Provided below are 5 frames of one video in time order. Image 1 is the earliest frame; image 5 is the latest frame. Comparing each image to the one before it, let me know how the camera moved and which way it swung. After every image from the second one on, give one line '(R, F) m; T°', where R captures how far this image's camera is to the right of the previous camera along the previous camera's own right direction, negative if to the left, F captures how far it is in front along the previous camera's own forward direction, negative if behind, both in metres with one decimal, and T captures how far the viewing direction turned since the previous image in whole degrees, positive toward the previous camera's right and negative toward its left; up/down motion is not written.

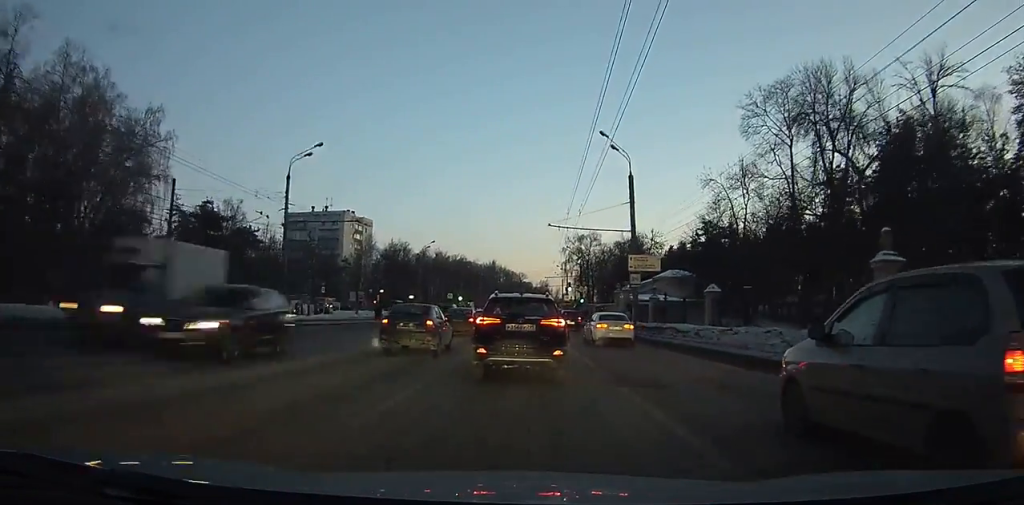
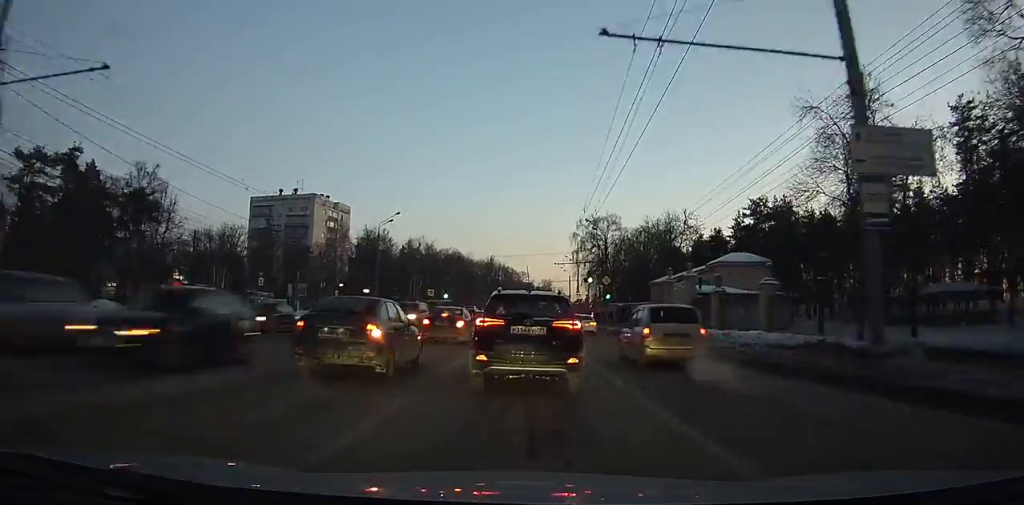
(-0.6, +22.6) m; -2°
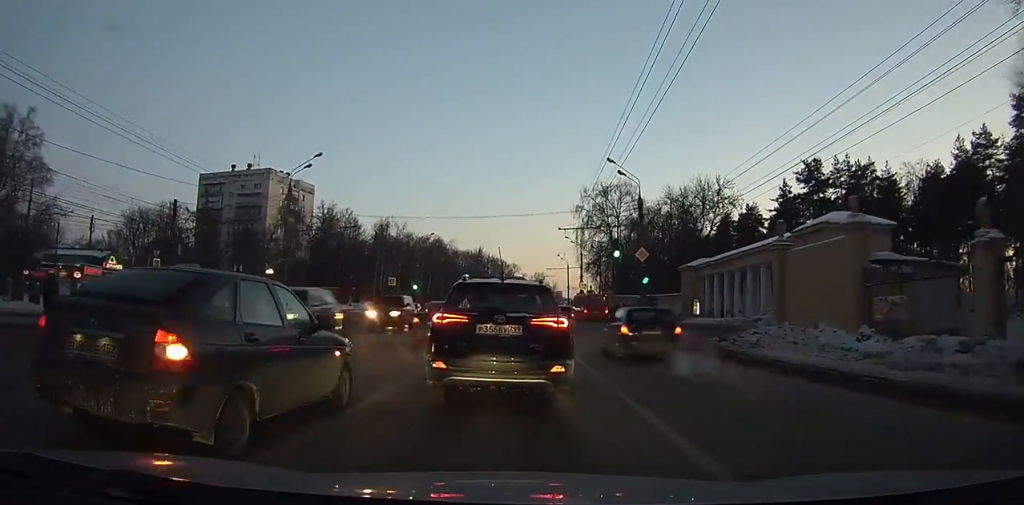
(+0.1, +23.2) m; 0°
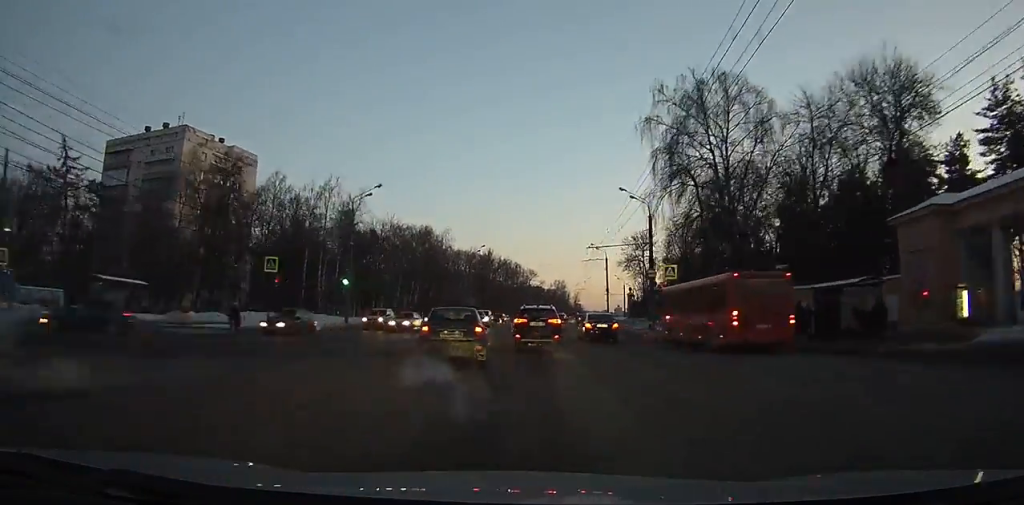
(-0.2, +54.6) m; +1°
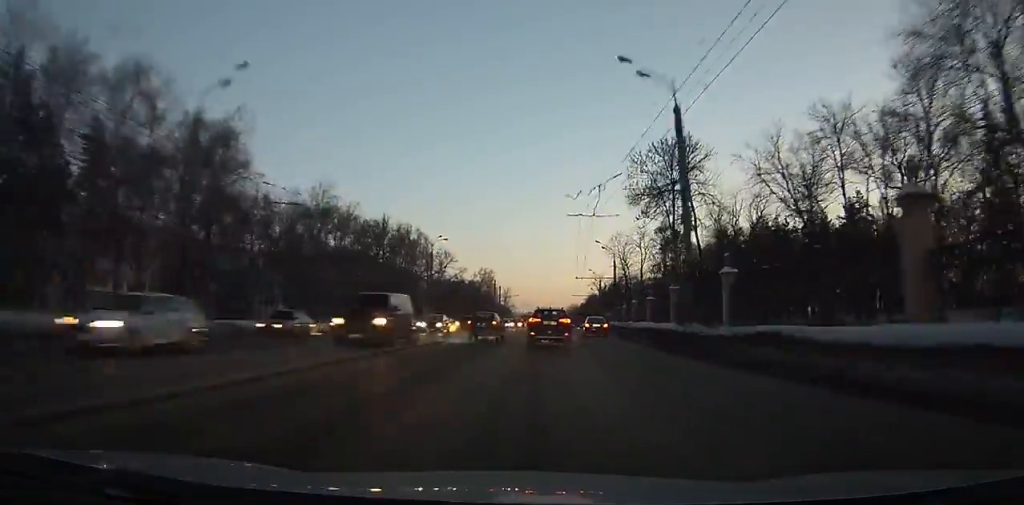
(+3.7, +70.9) m; +7°
